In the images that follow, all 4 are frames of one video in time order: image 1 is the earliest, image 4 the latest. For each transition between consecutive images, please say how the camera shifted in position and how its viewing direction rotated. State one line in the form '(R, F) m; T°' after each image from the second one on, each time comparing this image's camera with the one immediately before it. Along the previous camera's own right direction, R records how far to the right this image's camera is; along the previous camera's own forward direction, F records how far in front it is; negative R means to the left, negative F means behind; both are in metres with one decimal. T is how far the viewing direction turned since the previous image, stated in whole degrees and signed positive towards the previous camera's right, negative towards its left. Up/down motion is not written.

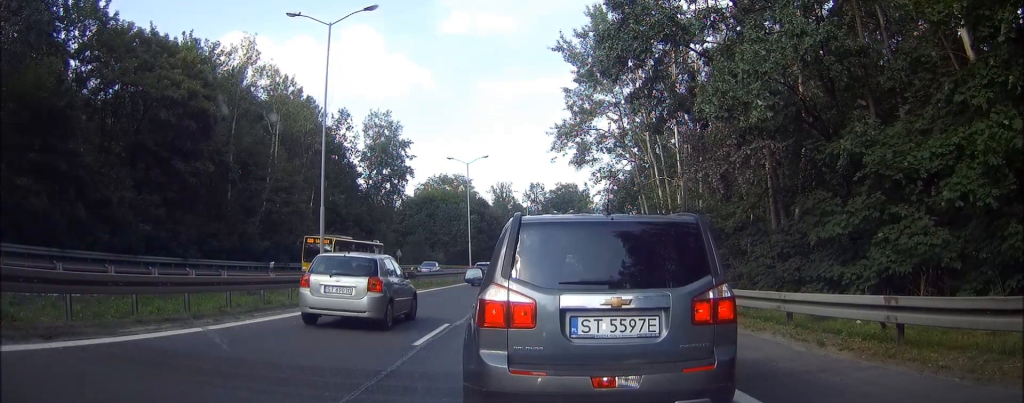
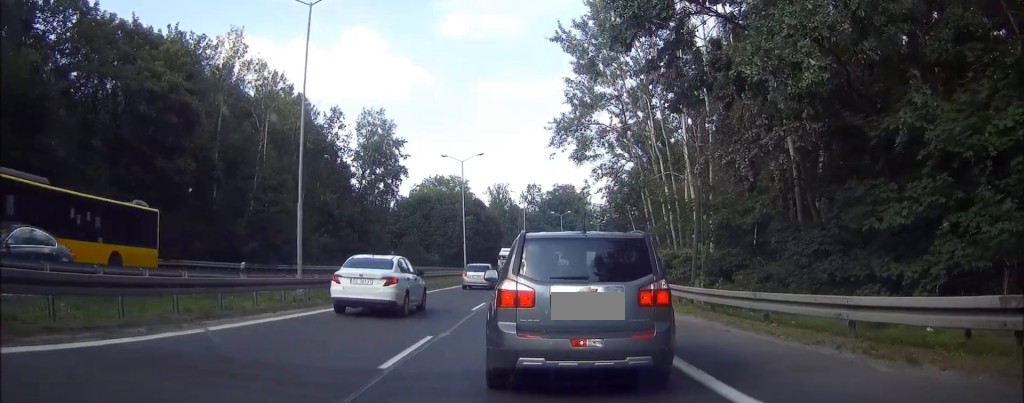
(-0.2, +1.8) m; +4°
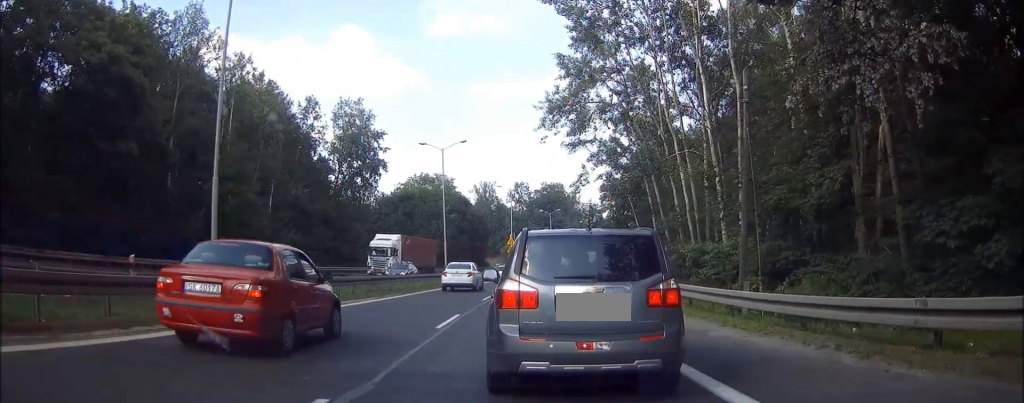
(+0.1, +6.5) m; +2°
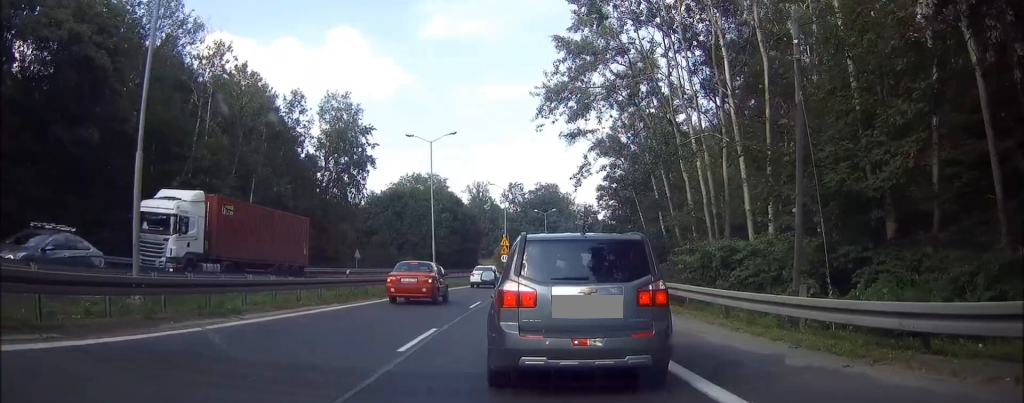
(-0.1, +4.5) m; +1°
